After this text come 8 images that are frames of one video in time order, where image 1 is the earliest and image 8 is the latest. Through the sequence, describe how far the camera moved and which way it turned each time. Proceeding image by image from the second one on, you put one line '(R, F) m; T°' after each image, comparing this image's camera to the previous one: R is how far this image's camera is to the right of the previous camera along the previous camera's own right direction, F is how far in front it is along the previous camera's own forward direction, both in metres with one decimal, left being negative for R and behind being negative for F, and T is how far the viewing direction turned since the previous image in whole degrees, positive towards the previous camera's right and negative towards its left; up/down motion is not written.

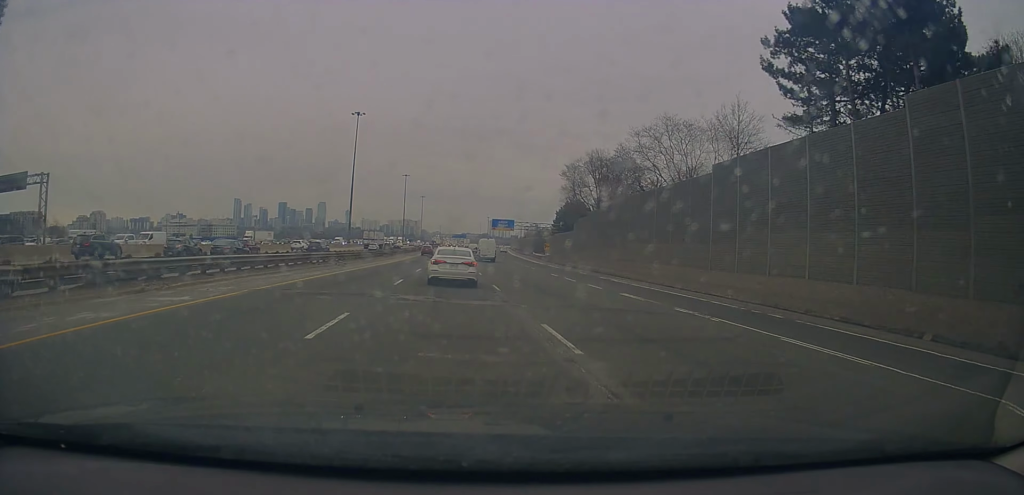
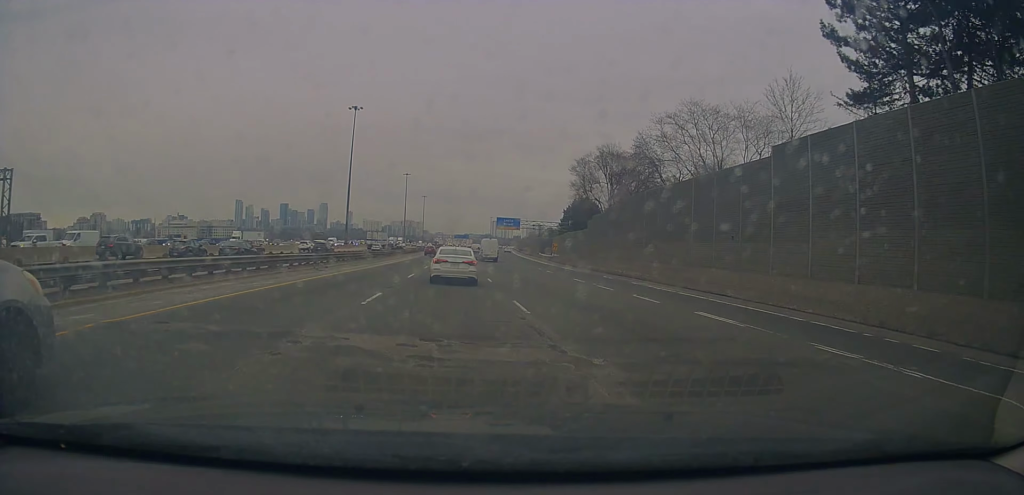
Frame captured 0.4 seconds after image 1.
(0.0, +7.9) m; 0°
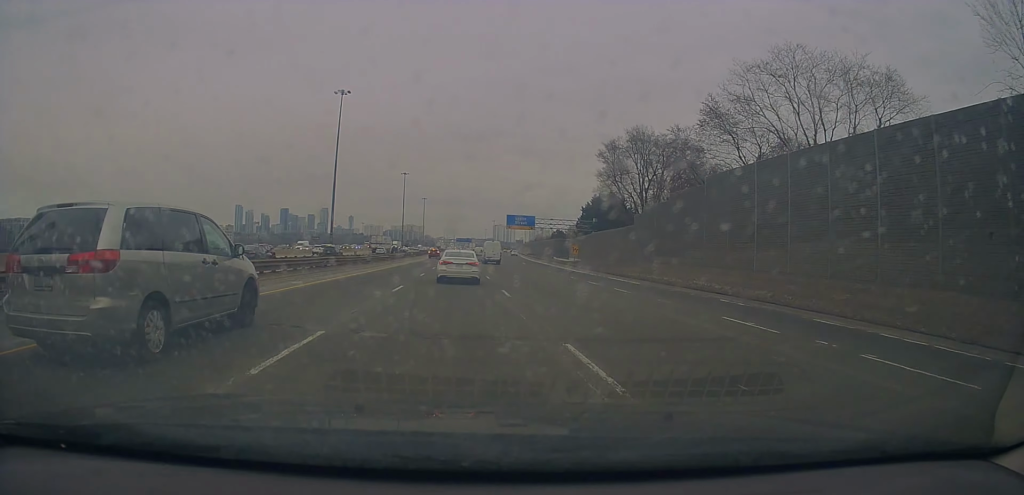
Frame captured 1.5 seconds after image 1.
(-0.2, +19.1) m; -1°
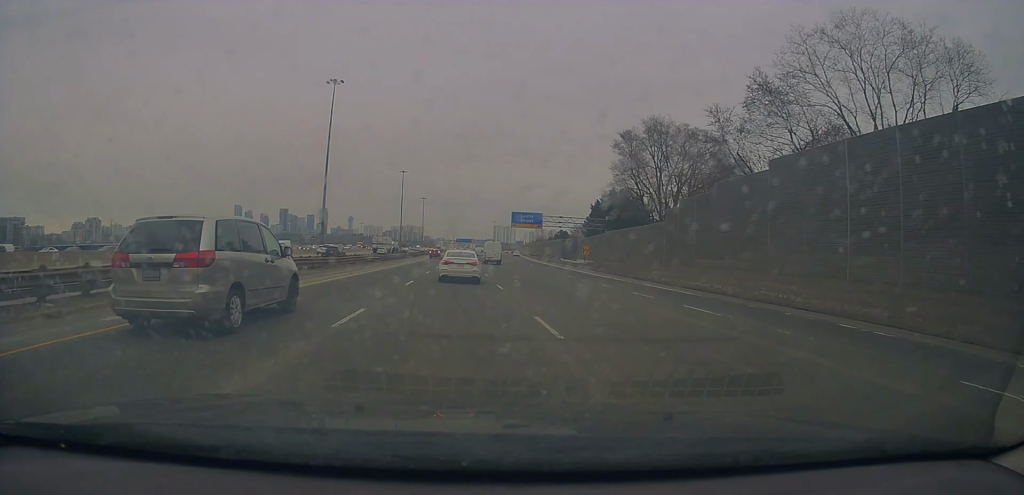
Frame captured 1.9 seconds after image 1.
(-0.1, +7.7) m; -1°
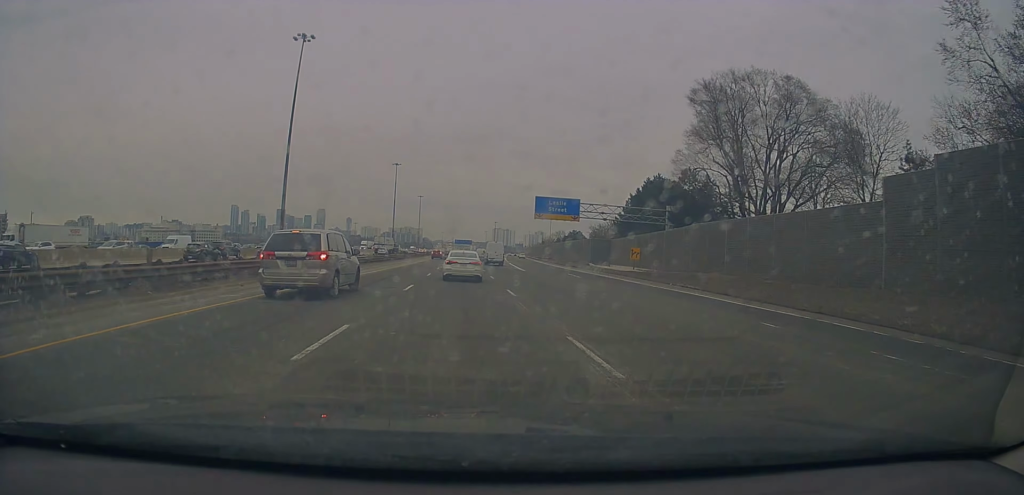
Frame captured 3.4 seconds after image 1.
(-0.3, +27.2) m; 0°
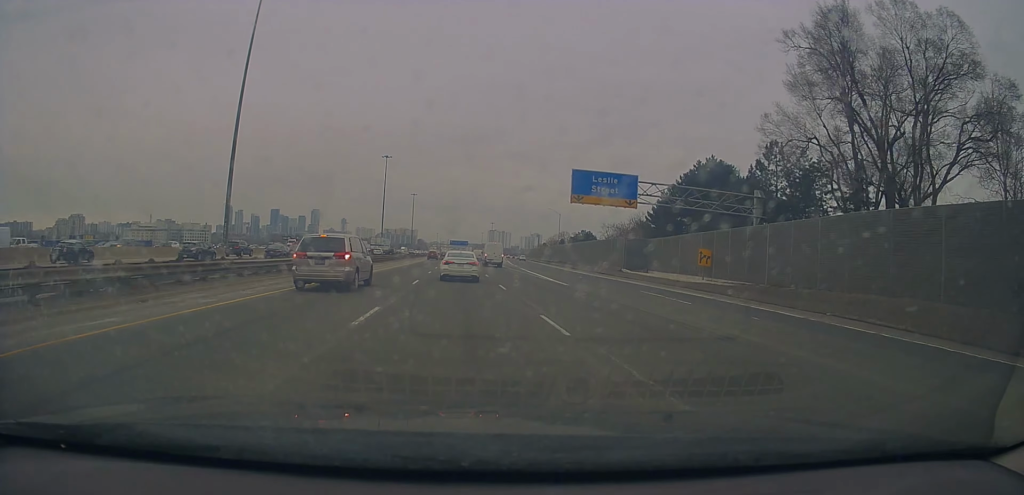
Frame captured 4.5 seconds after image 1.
(+0.3, +18.0) m; +2°
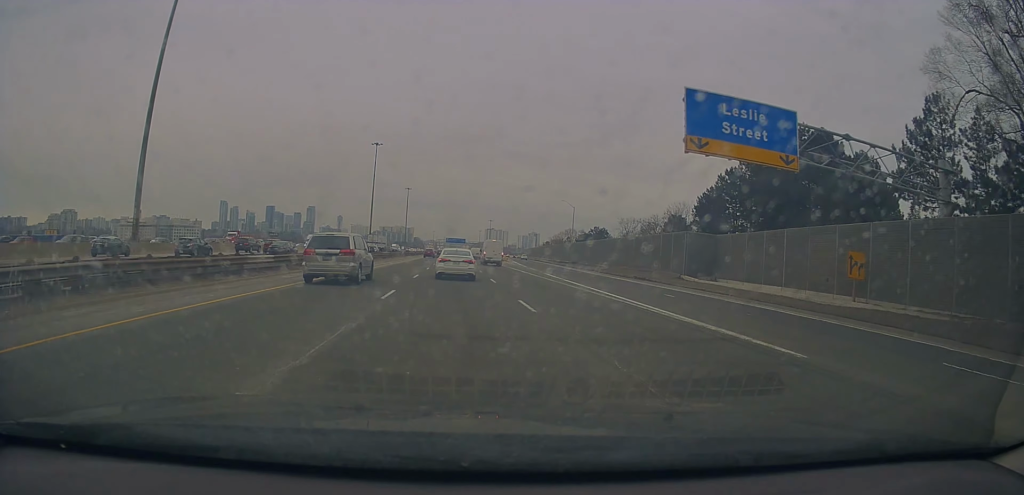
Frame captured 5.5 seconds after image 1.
(+0.2, +17.3) m; -1°
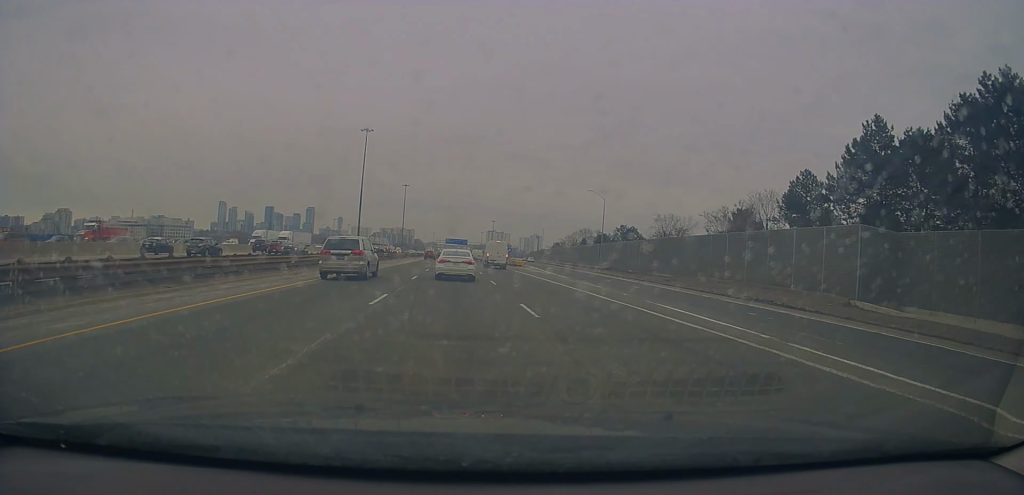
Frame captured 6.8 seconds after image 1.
(-0.5, +24.3) m; 0°
